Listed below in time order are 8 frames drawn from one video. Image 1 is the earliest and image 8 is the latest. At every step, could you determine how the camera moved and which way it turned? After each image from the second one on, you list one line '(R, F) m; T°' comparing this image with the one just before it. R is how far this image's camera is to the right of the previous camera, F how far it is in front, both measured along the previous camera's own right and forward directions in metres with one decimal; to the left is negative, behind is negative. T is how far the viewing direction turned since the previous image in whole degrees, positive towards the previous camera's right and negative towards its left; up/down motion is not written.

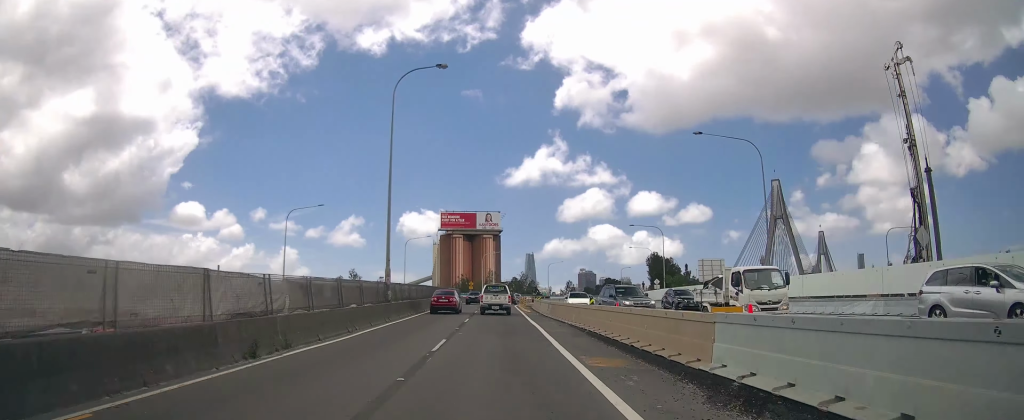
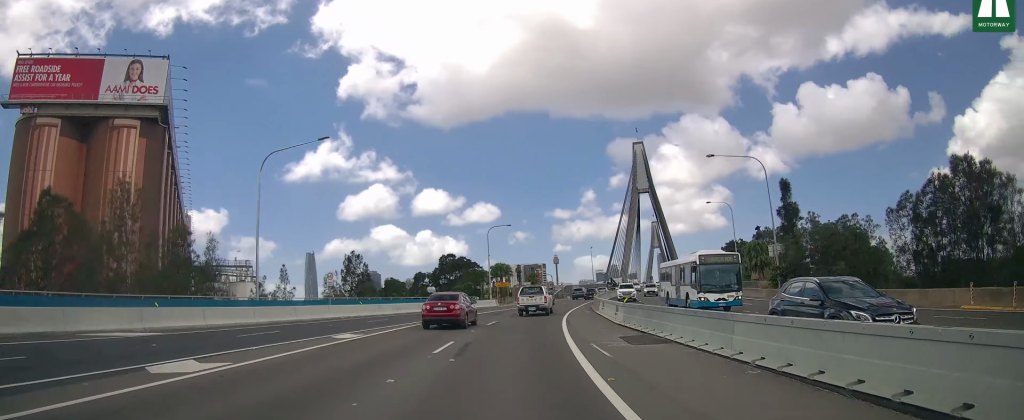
(+21.3, +141.3) m; +24°
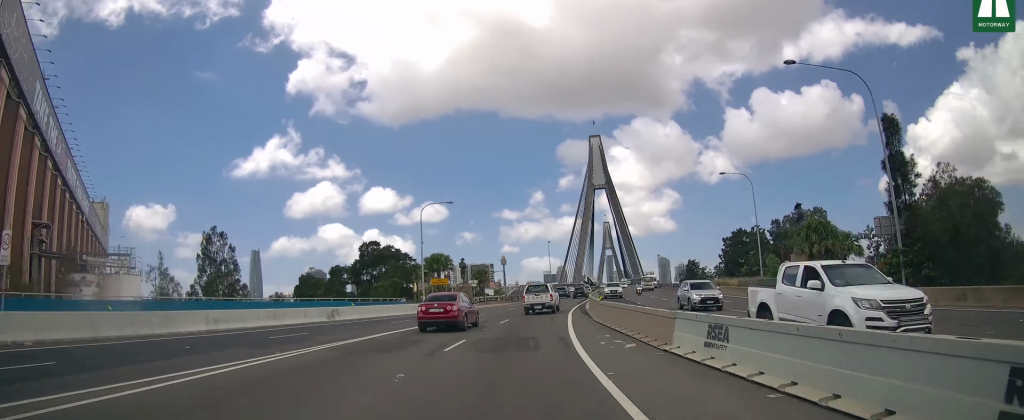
(+0.7, +21.4) m; +5°
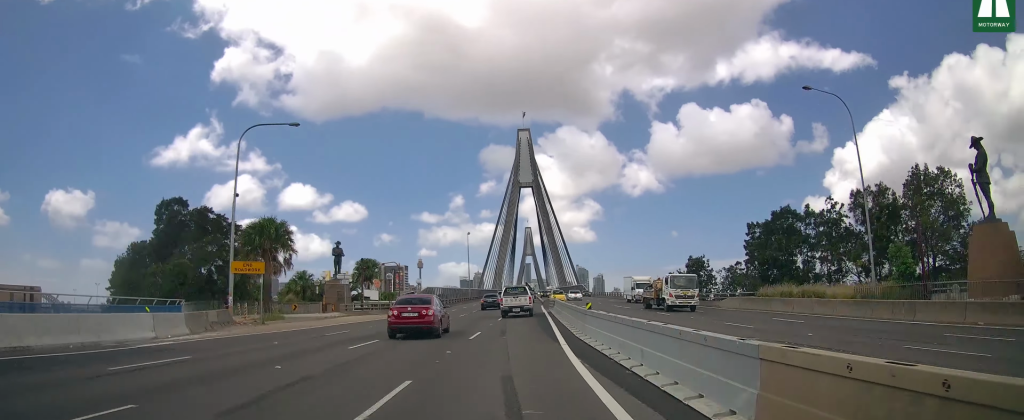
(+2.0, +30.4) m; +4°
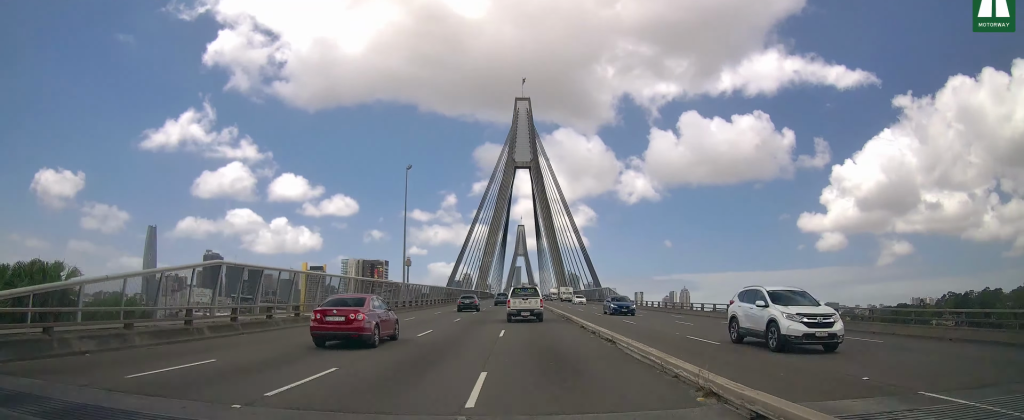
(+3.3, +57.1) m; +4°
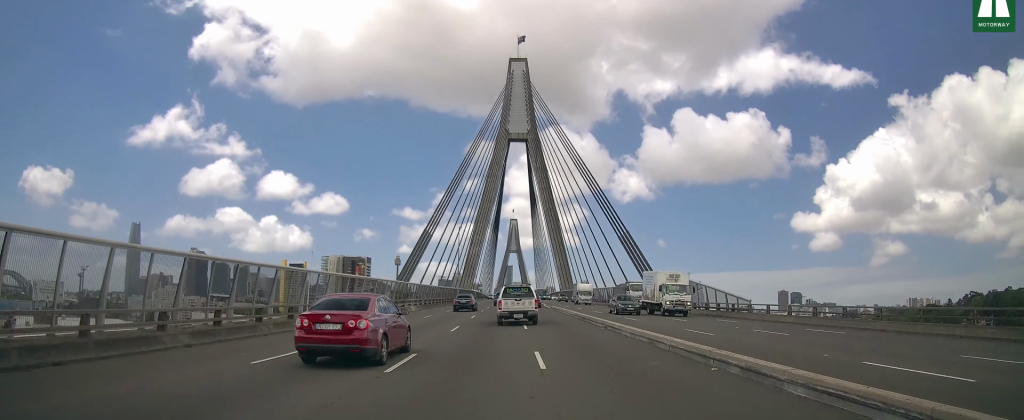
(+0.5, +45.4) m; +1°
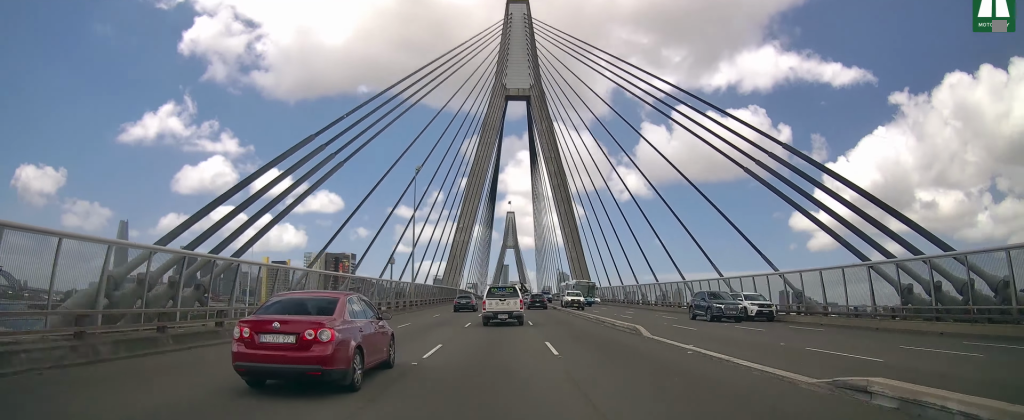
(0.0, +46.2) m; 0°
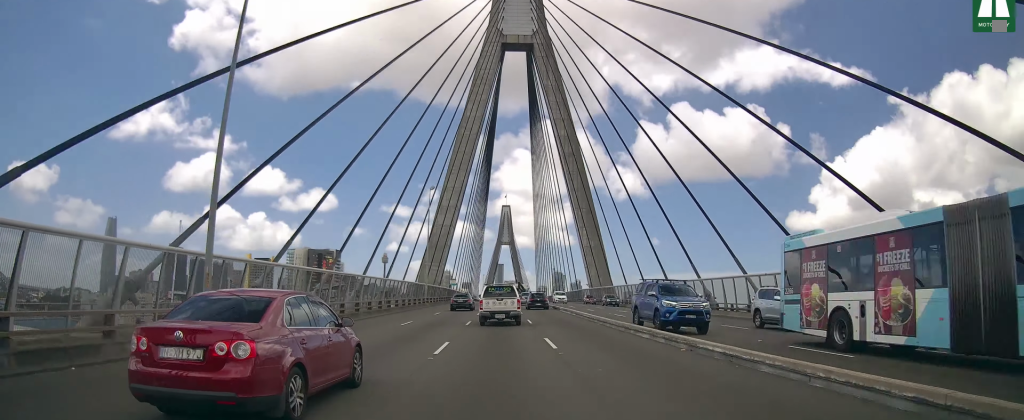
(+0.3, +35.0) m; 0°
